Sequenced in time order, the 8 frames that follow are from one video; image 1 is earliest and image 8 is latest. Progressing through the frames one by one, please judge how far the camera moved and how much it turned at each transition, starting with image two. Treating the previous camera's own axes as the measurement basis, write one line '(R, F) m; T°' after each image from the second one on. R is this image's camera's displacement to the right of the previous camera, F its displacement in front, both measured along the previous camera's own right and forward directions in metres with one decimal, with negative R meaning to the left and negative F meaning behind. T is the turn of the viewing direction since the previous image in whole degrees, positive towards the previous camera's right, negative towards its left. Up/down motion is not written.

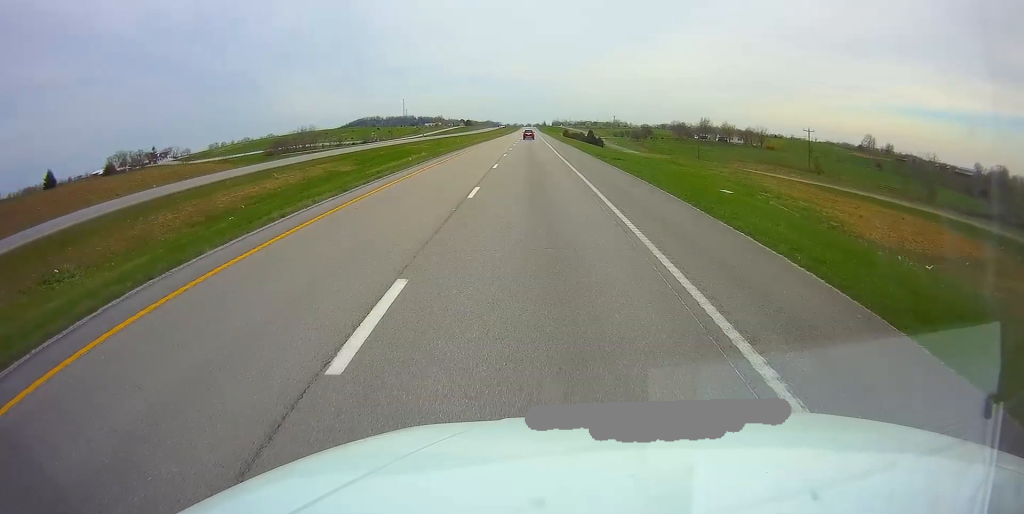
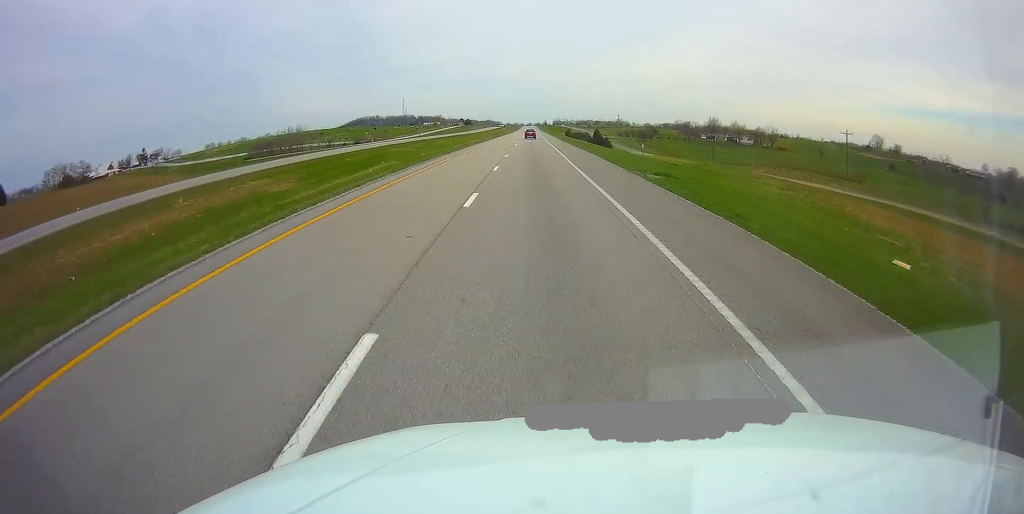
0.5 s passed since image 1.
(0.0, +14.4) m; 0°
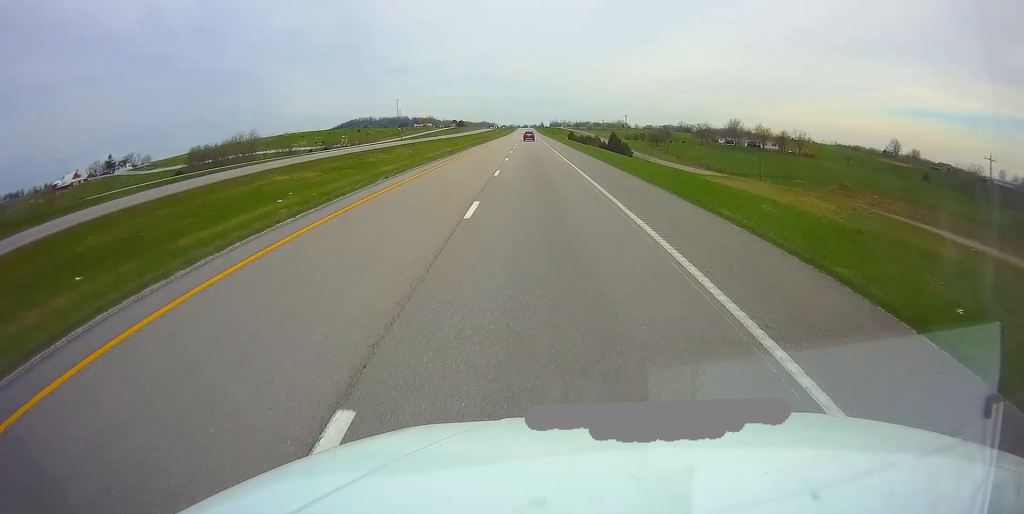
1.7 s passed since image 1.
(+0.1, +38.0) m; +1°
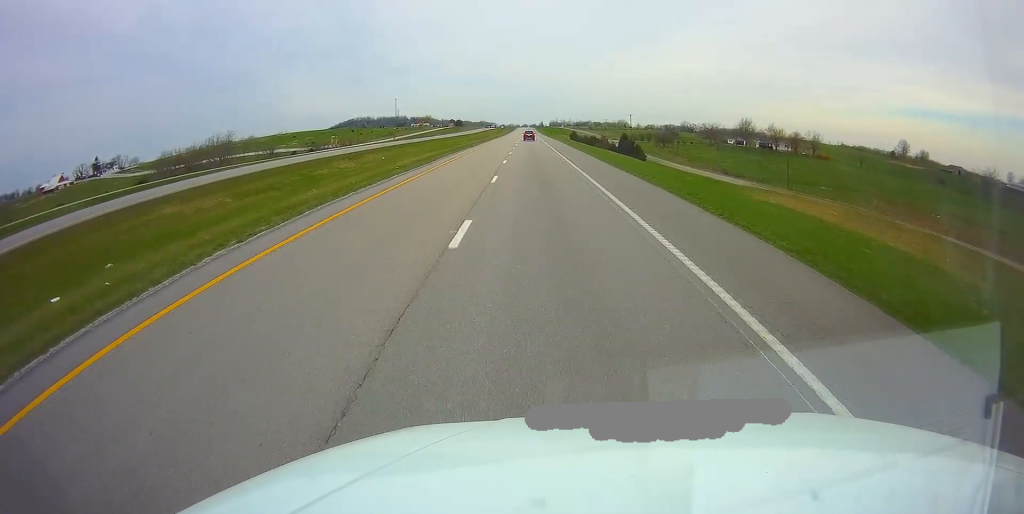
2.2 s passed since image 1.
(+0.1, +15.5) m; 0°
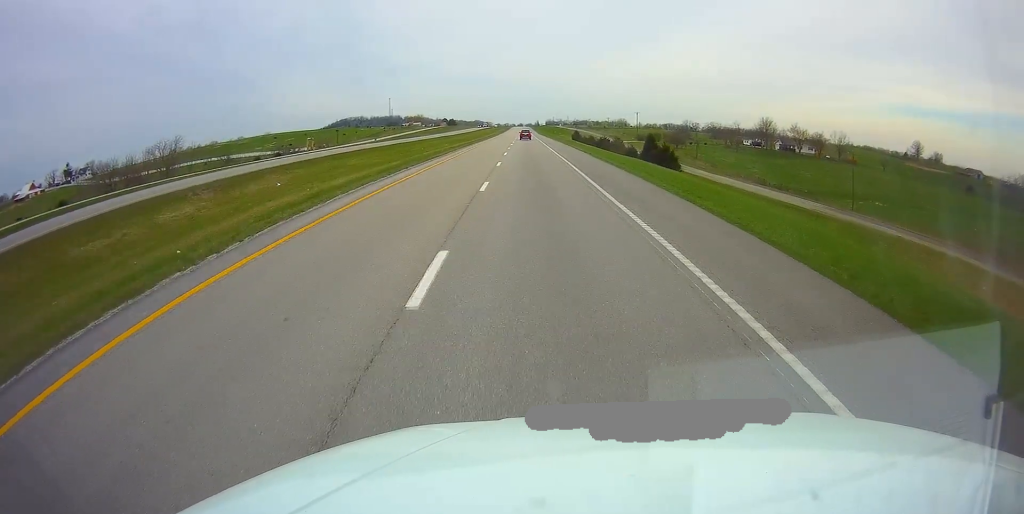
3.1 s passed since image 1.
(+0.1, +27.8) m; 0°
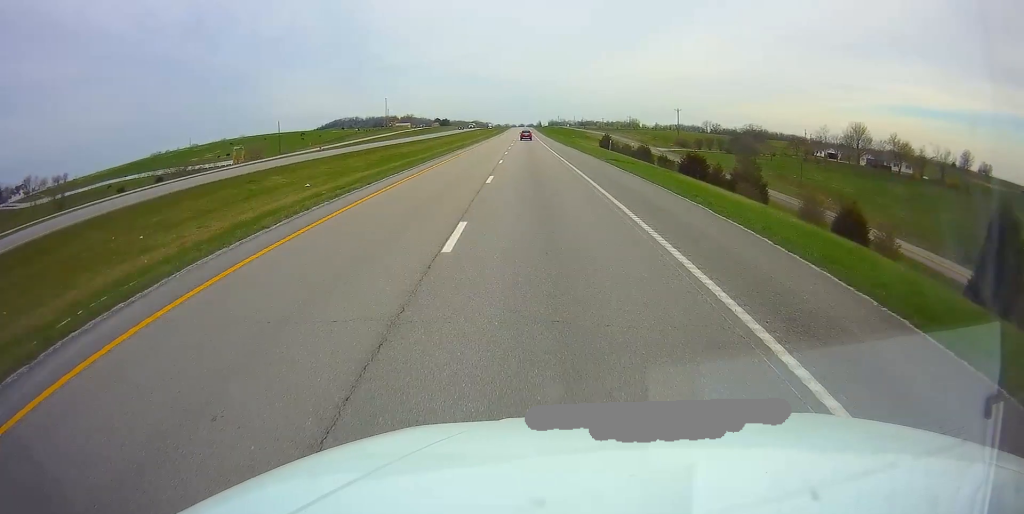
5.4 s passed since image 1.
(-0.5, +70.2) m; -1°
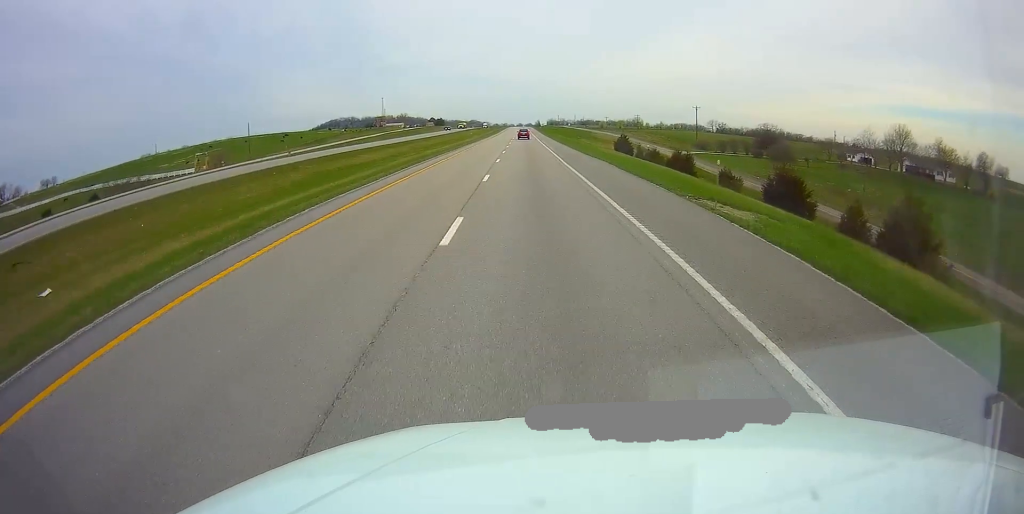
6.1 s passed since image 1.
(+0.2, +23.8) m; 0°
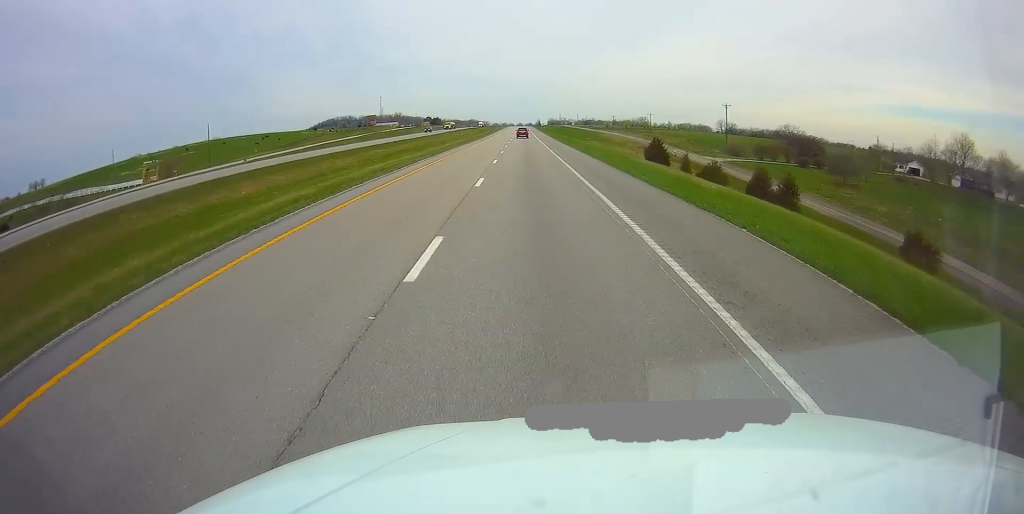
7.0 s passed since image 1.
(+0.1, +26.9) m; 0°
